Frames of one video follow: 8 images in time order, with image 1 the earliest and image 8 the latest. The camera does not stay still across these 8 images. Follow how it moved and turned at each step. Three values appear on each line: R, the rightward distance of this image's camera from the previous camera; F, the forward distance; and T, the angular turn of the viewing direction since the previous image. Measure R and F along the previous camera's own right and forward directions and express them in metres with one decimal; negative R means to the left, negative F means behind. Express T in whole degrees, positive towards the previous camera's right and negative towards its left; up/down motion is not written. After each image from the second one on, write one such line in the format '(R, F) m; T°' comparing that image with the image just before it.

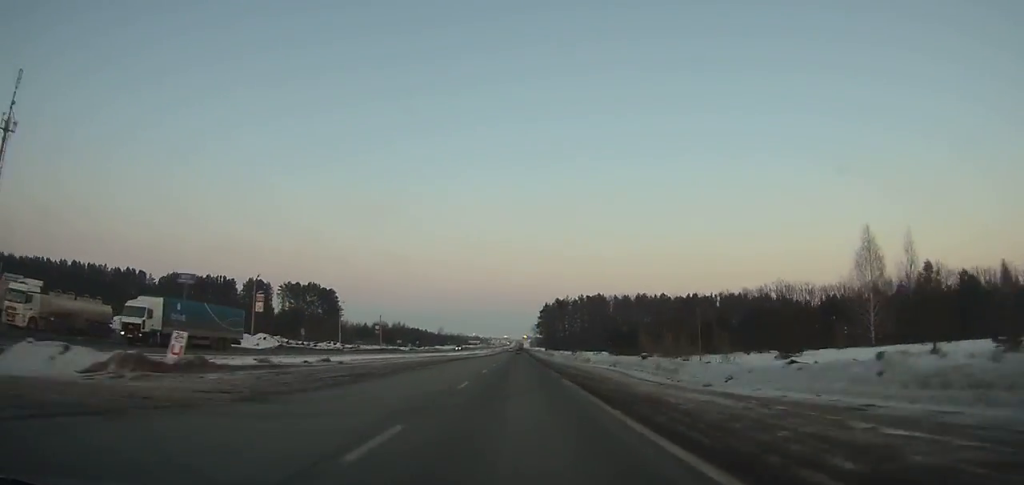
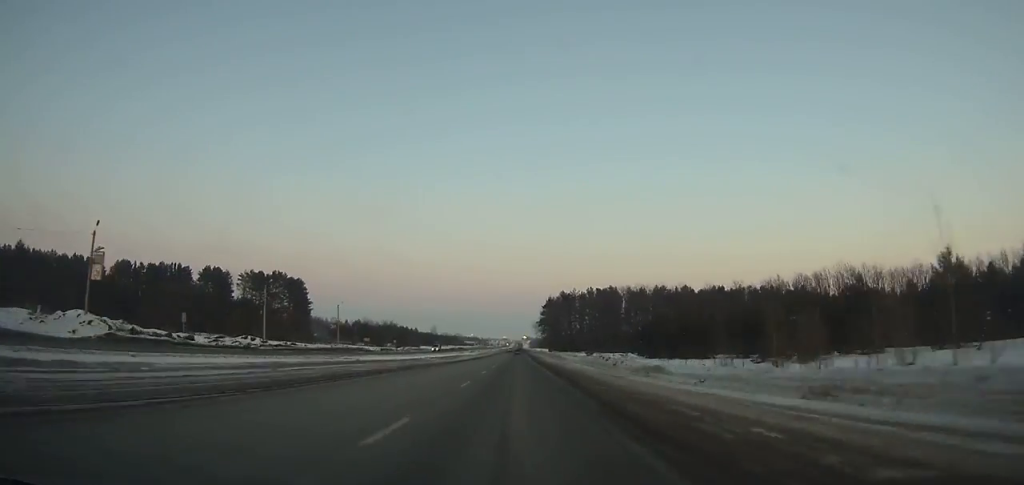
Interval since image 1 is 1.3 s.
(0.0, +35.1) m; 0°
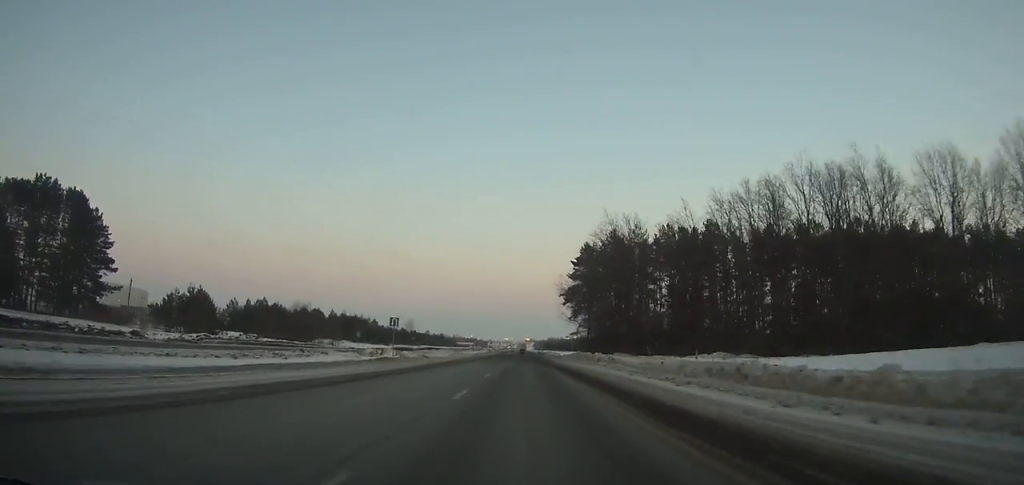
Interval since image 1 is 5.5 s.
(-0.3, +112.4) m; 0°
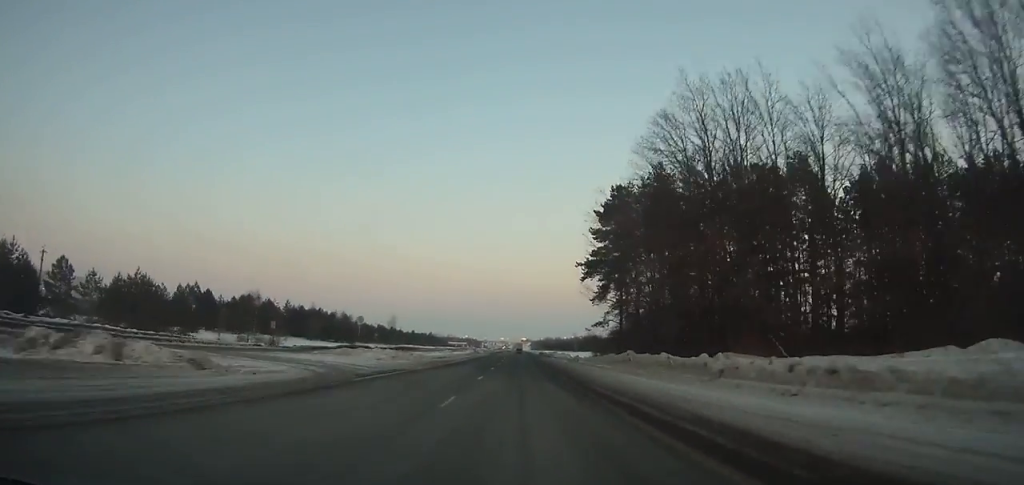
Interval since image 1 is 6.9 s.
(0.0, +37.3) m; 0°
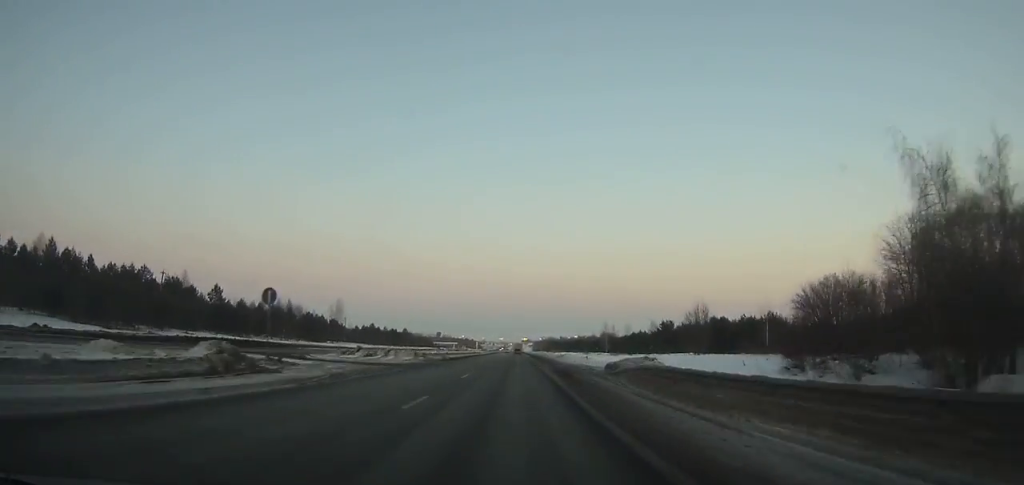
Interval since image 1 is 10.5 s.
(+0.3, +95.4) m; 0°
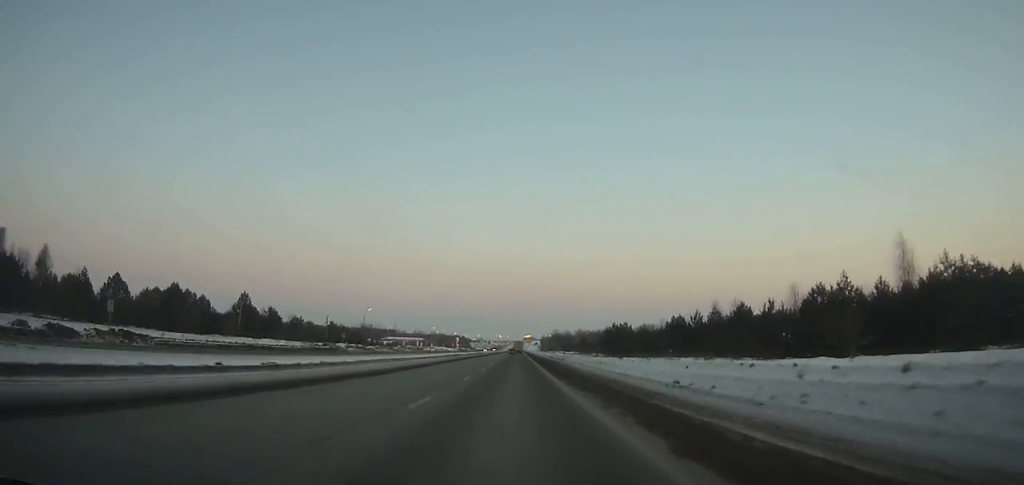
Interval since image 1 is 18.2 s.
(-1.2, +203.3) m; -1°
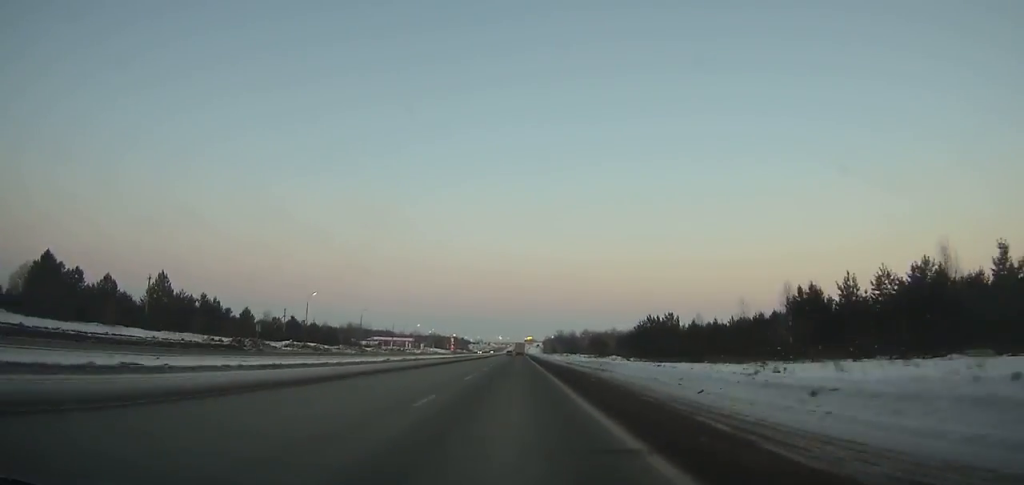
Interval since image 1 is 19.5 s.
(0.0, +34.4) m; 0°
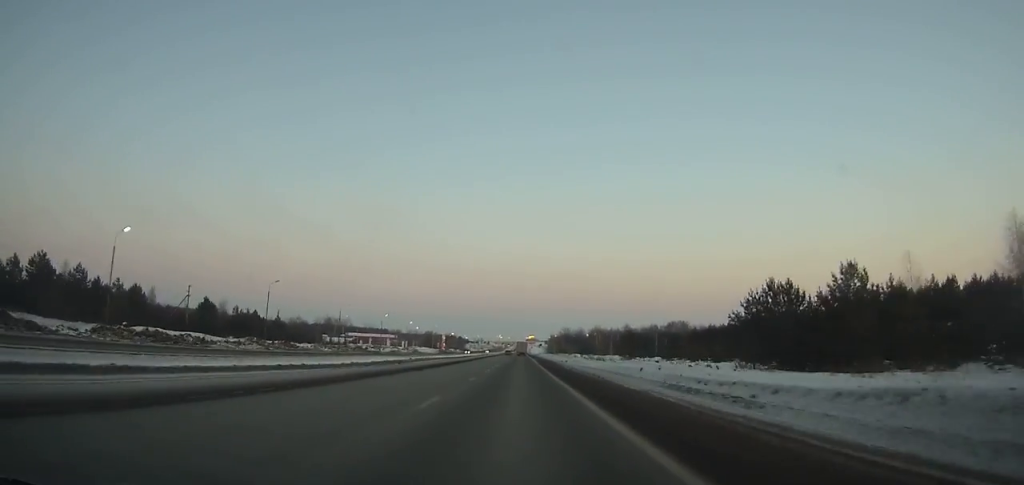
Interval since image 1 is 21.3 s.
(-0.1, +47.6) m; 0°
